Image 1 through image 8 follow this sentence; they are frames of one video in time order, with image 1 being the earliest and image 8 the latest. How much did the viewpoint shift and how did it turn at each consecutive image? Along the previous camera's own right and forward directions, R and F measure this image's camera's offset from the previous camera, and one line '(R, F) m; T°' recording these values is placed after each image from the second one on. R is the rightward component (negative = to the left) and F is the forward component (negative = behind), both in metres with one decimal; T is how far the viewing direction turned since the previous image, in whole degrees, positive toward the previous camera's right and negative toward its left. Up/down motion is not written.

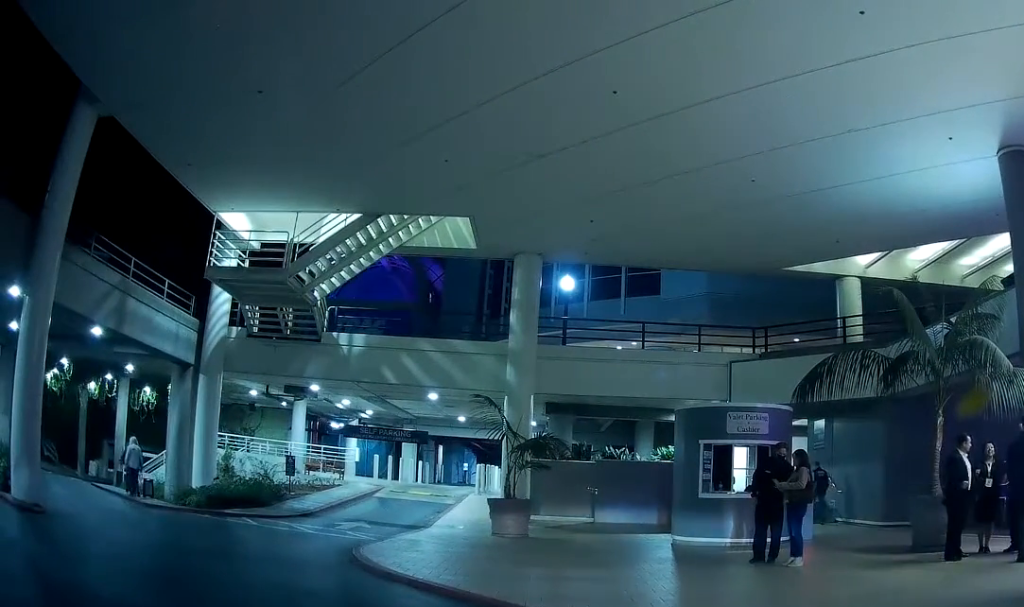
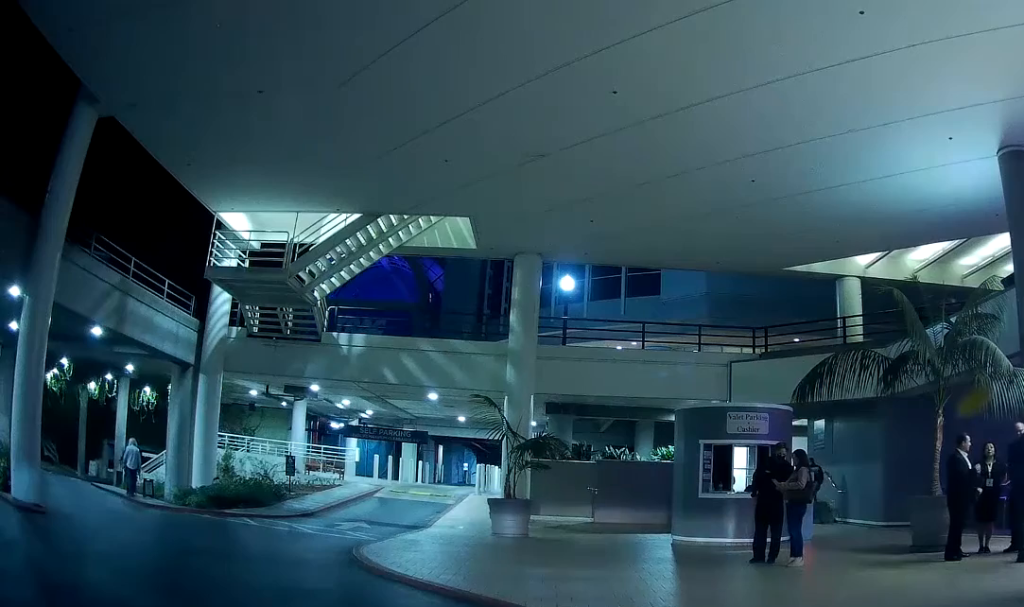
(-0.3, 0.0) m; 0°
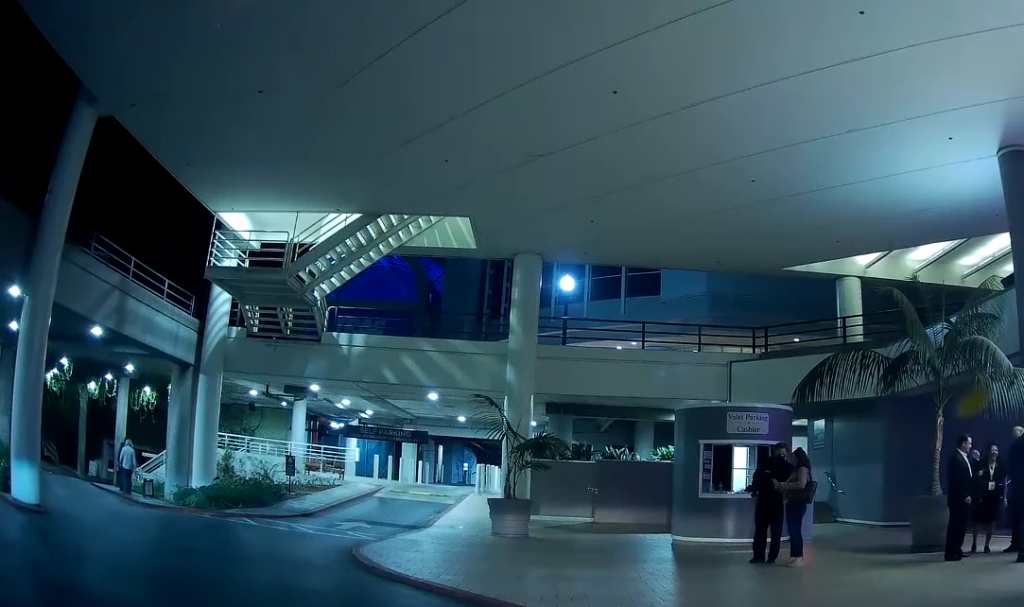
(0.0, 0.0) m; 0°
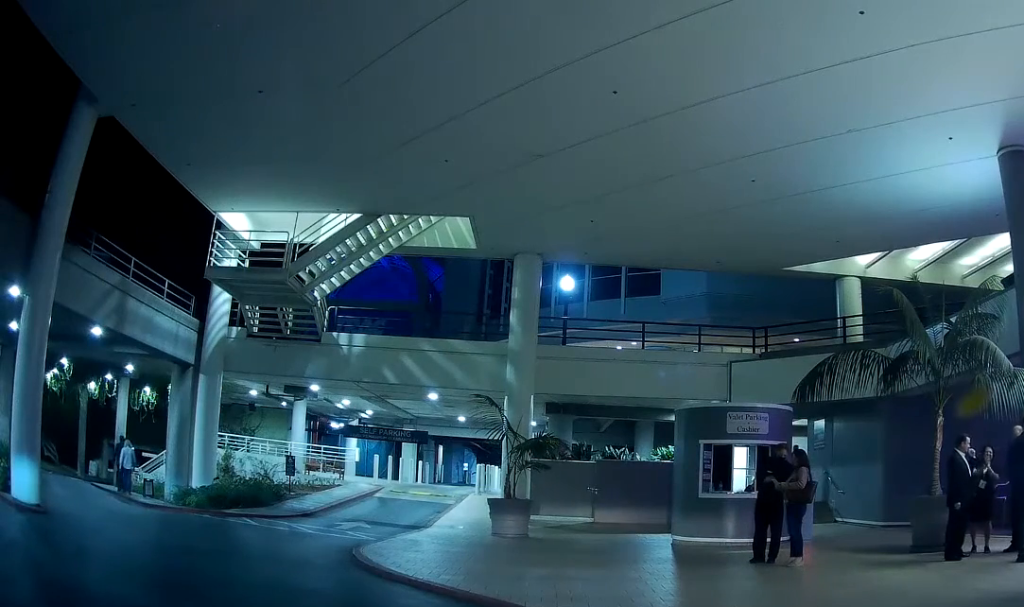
(0.0, 0.0) m; 0°
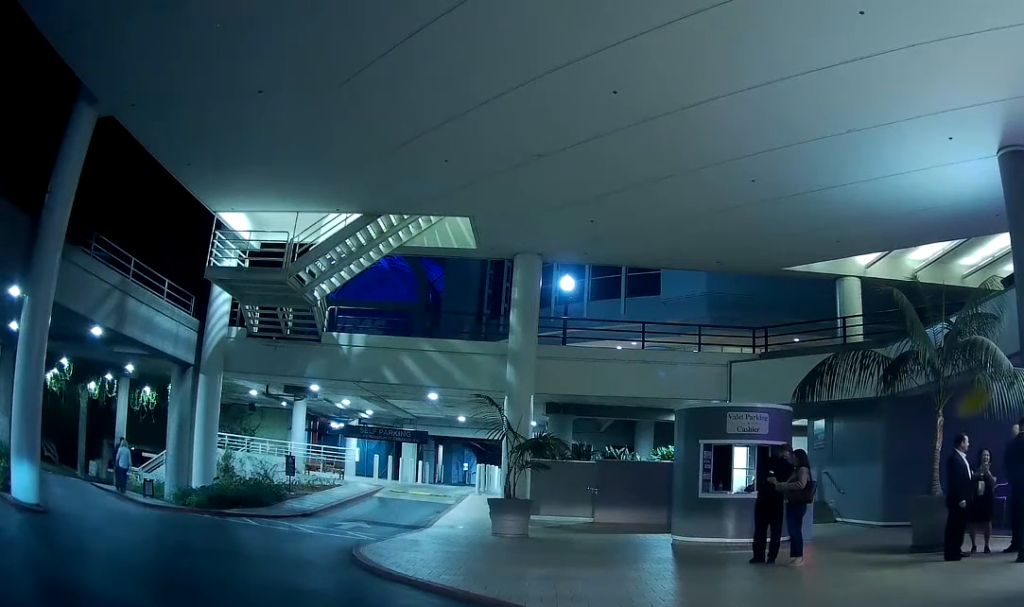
(0.0, 0.0) m; 0°
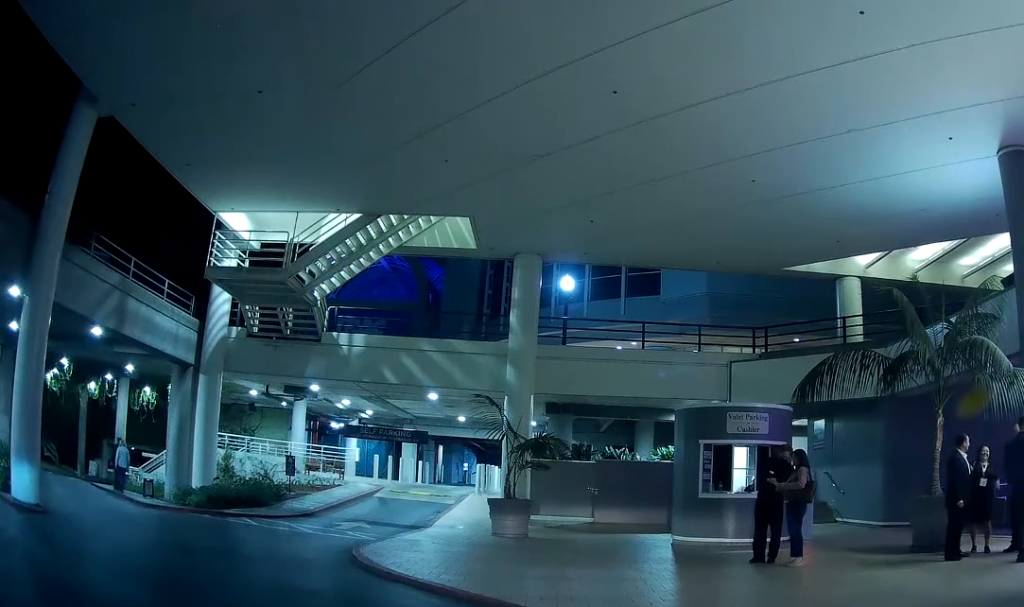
(0.0, 0.0) m; 0°
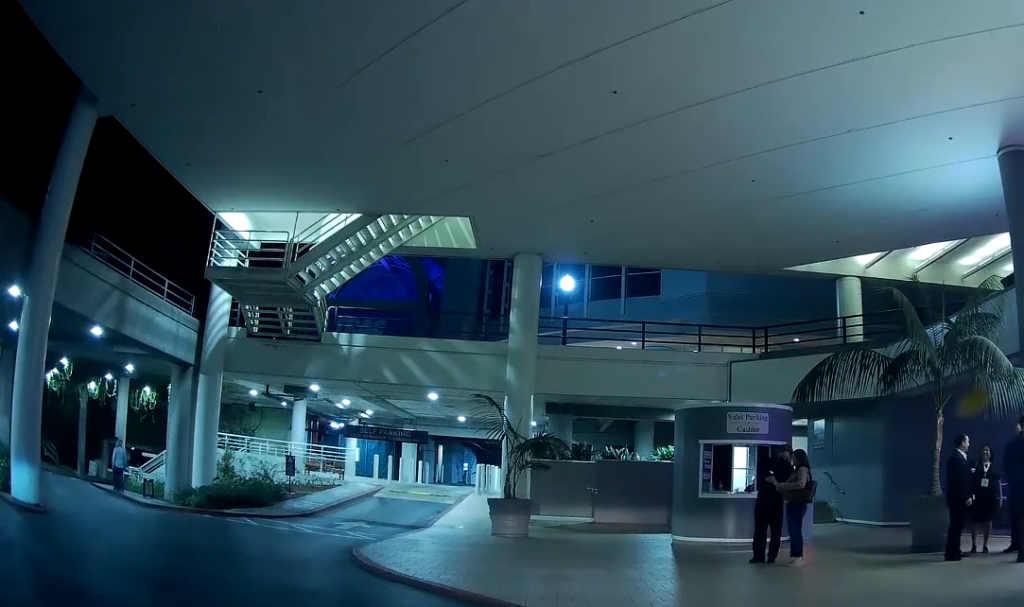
(0.0, 0.0) m; 0°
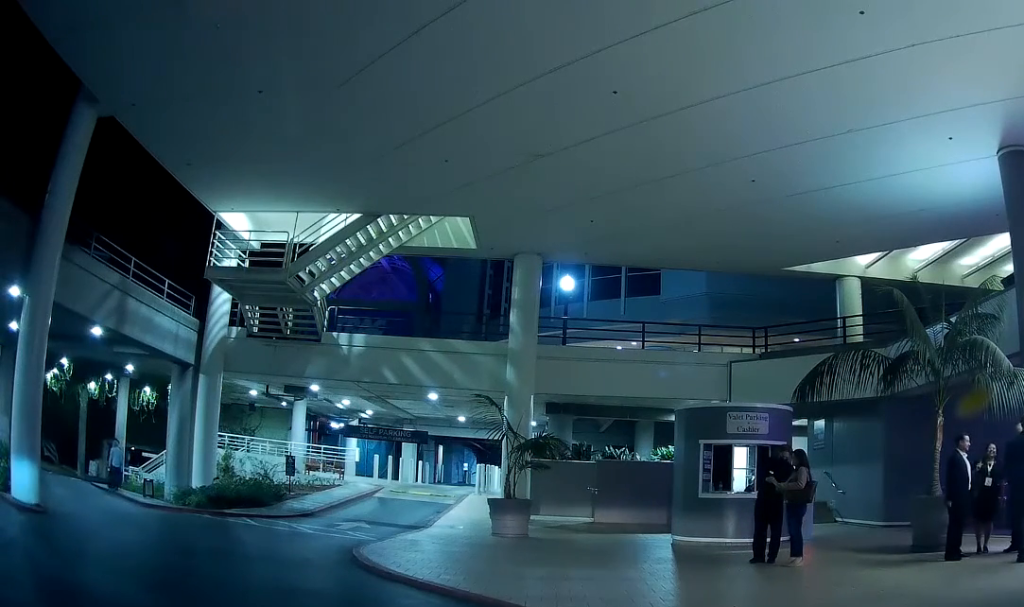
(0.0, 0.0) m; 0°
